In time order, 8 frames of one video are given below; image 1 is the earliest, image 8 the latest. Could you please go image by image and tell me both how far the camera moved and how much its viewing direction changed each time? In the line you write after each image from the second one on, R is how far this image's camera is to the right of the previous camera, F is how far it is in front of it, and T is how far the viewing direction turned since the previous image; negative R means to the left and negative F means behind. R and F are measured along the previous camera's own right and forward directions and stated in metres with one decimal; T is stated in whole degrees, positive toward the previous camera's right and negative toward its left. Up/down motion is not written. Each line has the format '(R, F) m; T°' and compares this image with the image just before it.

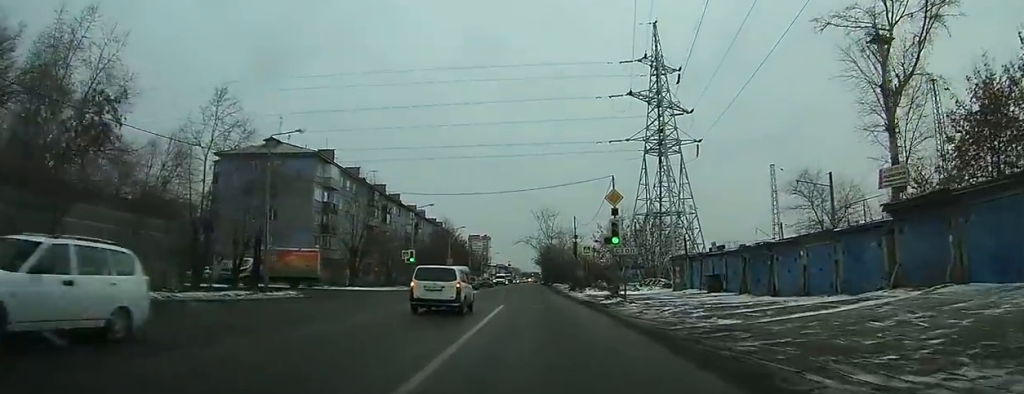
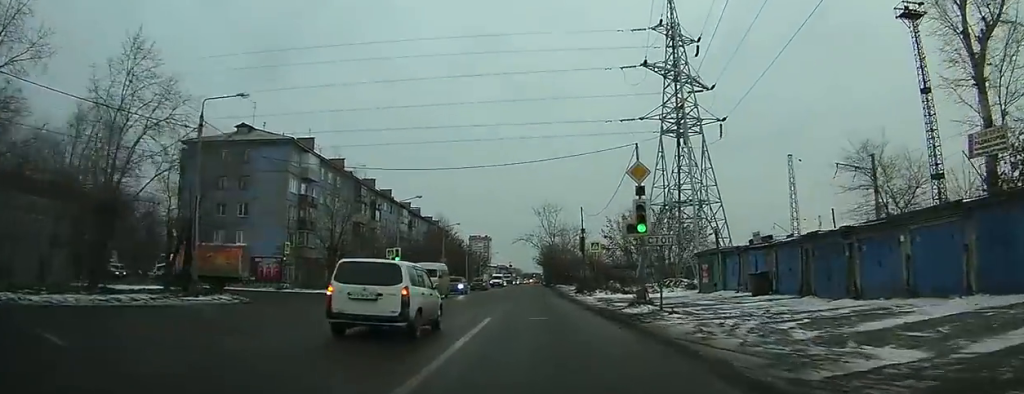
(+0.1, +7.3) m; 0°
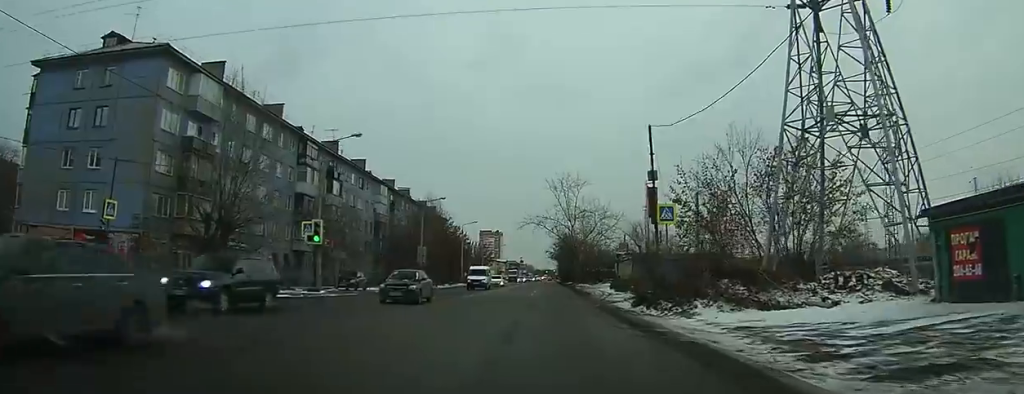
(+0.1, +24.1) m; 0°
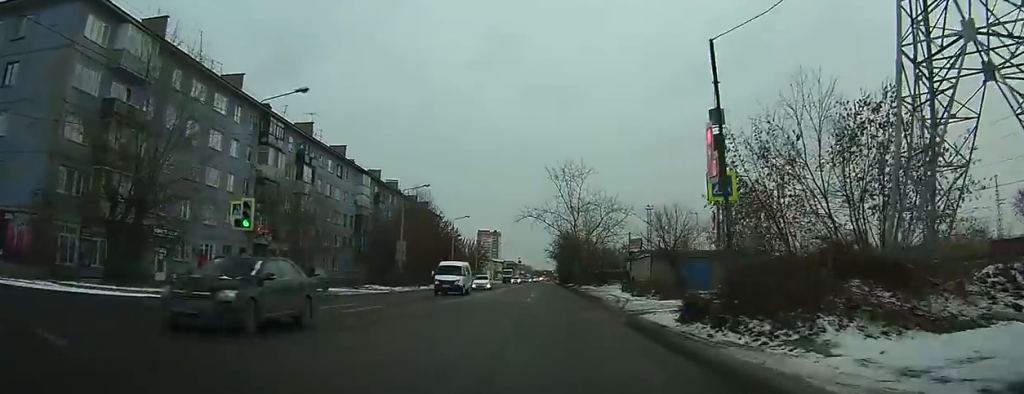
(0.0, +8.4) m; 0°
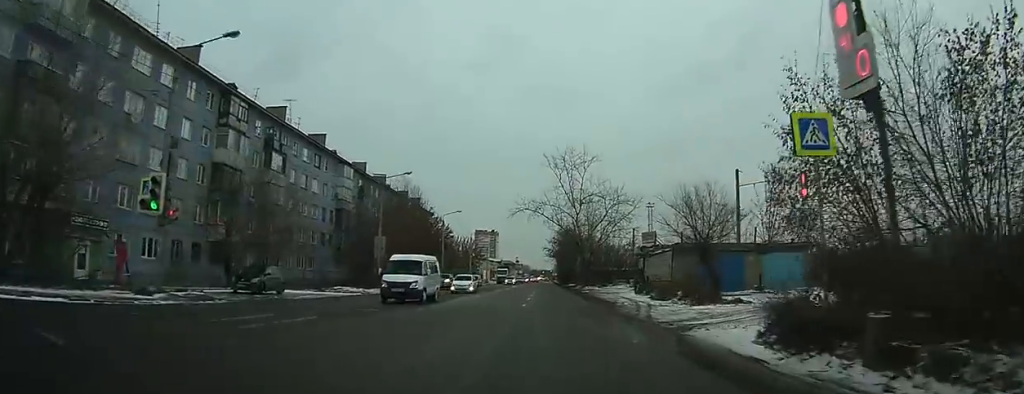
(0.0, +6.7) m; 0°
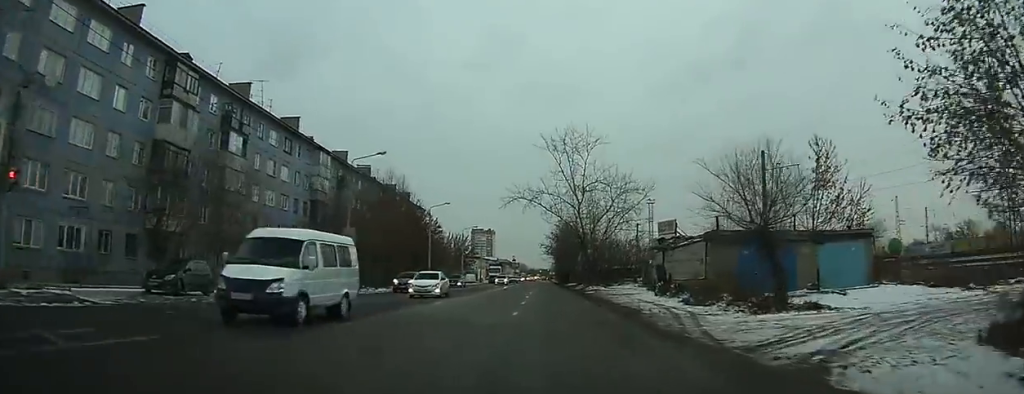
(0.0, +7.2) m; 0°
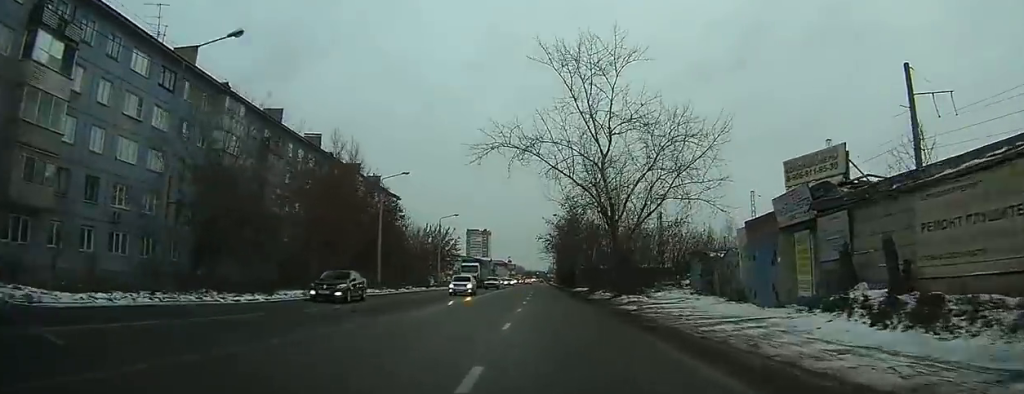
(+0.1, +20.5) m; 0°
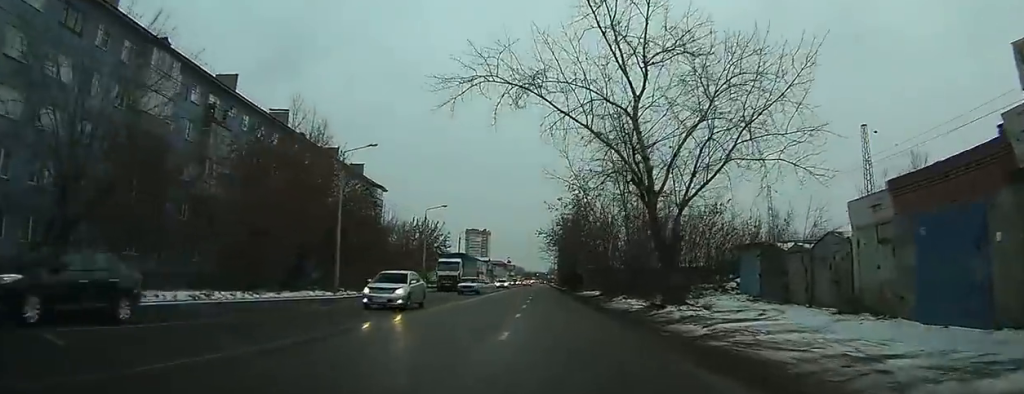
(-0.1, +10.1) m; 0°
